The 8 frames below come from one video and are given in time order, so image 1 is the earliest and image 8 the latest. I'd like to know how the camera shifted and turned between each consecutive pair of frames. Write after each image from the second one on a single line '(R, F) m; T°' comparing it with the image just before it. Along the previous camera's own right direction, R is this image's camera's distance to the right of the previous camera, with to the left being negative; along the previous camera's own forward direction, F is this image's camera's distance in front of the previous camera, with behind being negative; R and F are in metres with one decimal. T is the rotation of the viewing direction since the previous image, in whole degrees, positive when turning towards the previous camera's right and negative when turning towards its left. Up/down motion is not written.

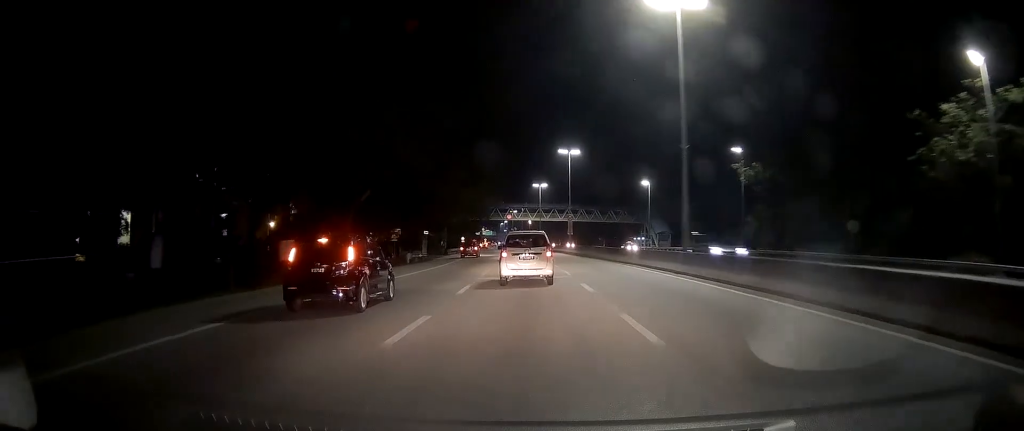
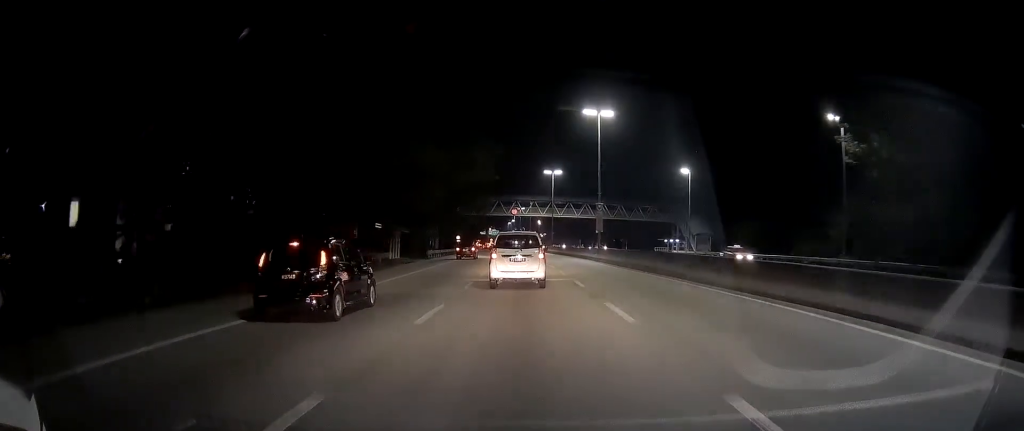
(-0.4, +22.0) m; -3°
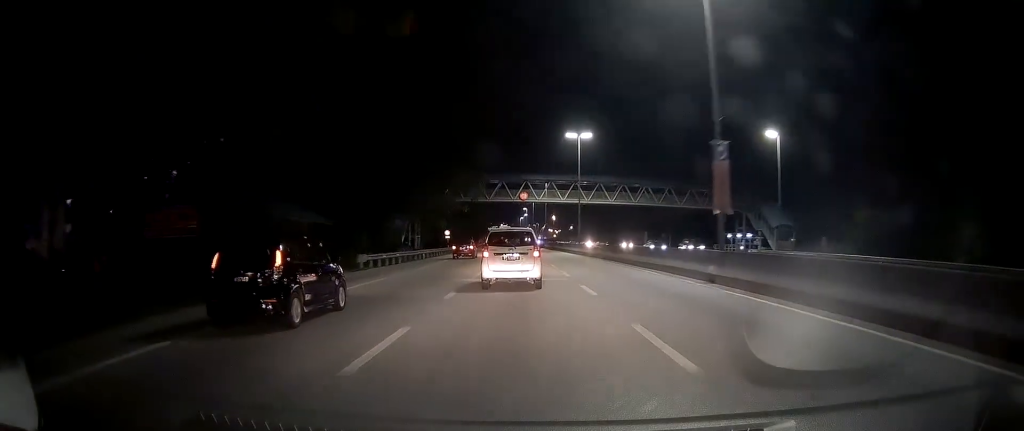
(-1.5, +28.3) m; -2°
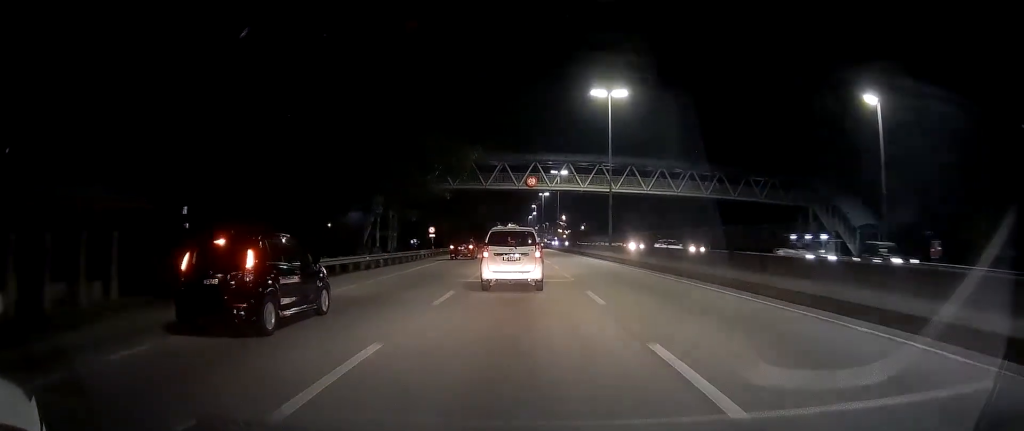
(+0.9, +17.5) m; 0°
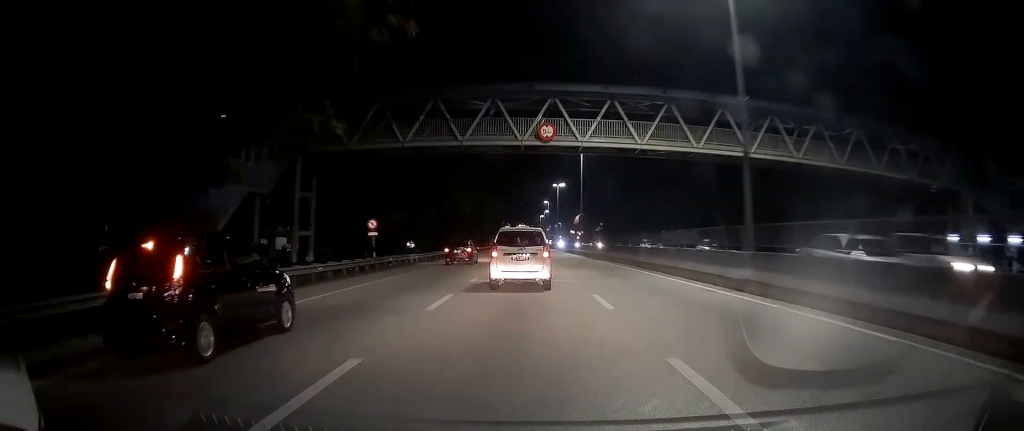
(-0.5, +25.4) m; 0°
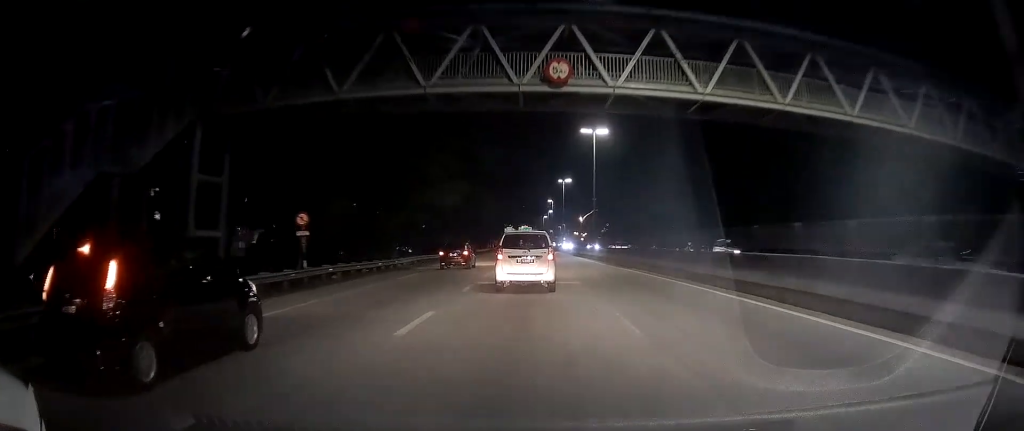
(+0.5, +11.1) m; 0°
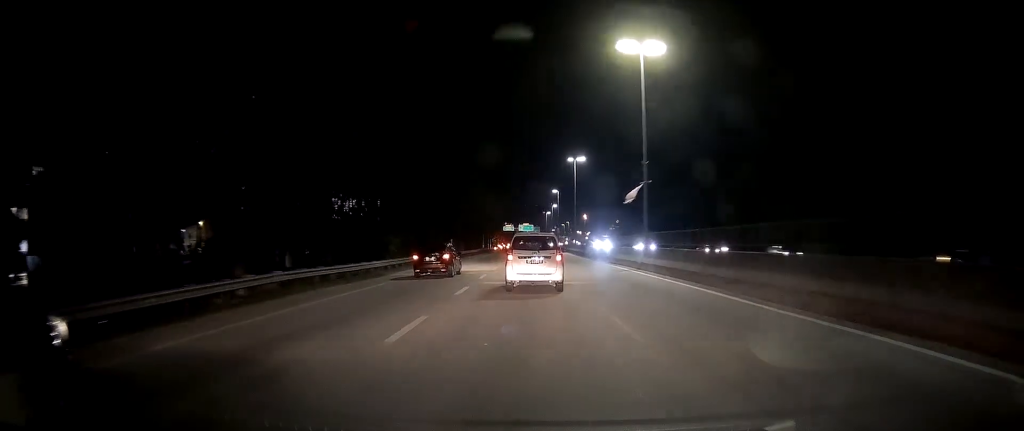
(-0.9, +24.6) m; -2°
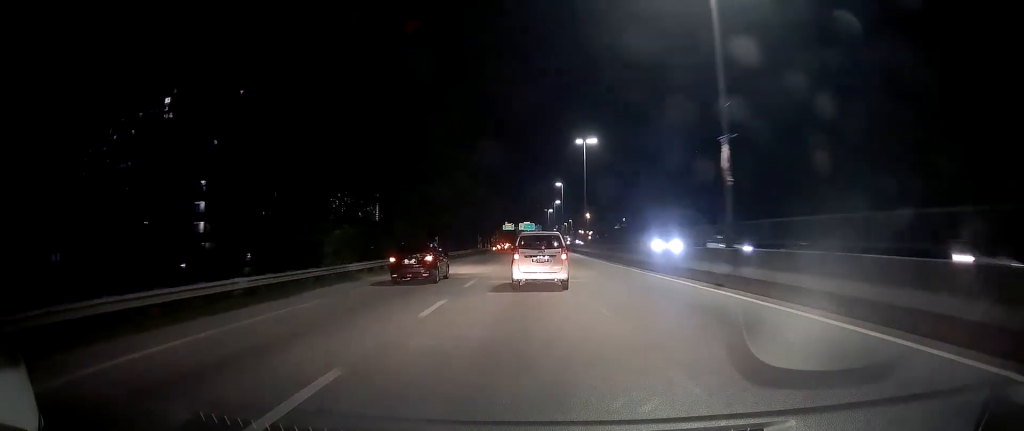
(0.0, +12.9) m; 0°
